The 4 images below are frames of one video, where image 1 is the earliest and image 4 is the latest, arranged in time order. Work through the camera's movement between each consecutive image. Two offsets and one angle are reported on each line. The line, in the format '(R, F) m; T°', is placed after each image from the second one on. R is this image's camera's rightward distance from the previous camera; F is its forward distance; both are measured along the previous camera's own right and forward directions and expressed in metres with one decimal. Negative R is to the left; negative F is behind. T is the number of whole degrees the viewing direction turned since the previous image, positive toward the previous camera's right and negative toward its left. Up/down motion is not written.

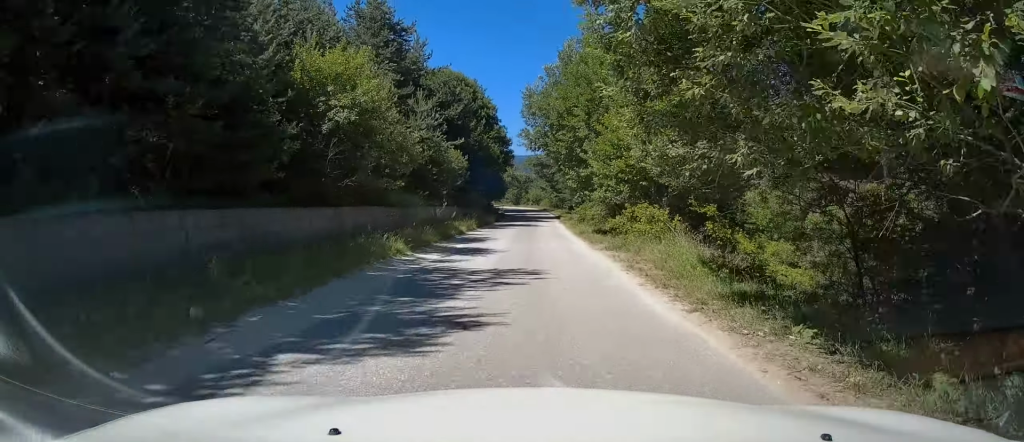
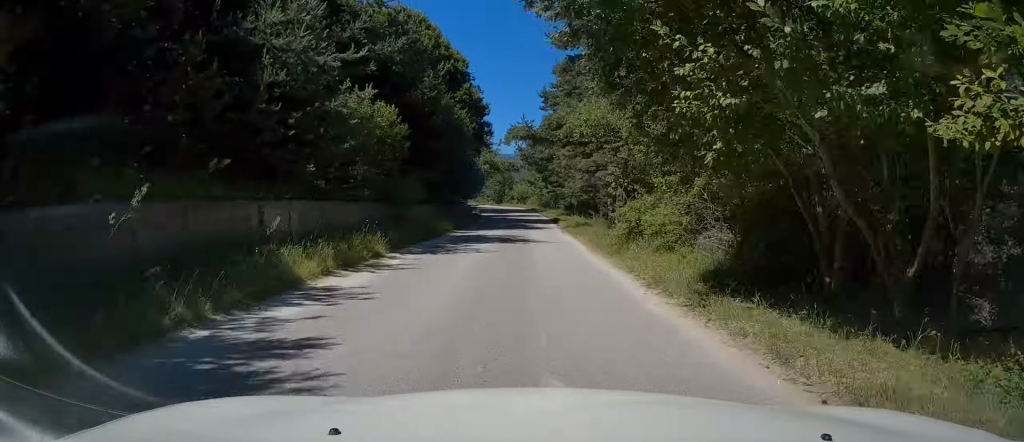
(+0.4, +19.5) m; +3°
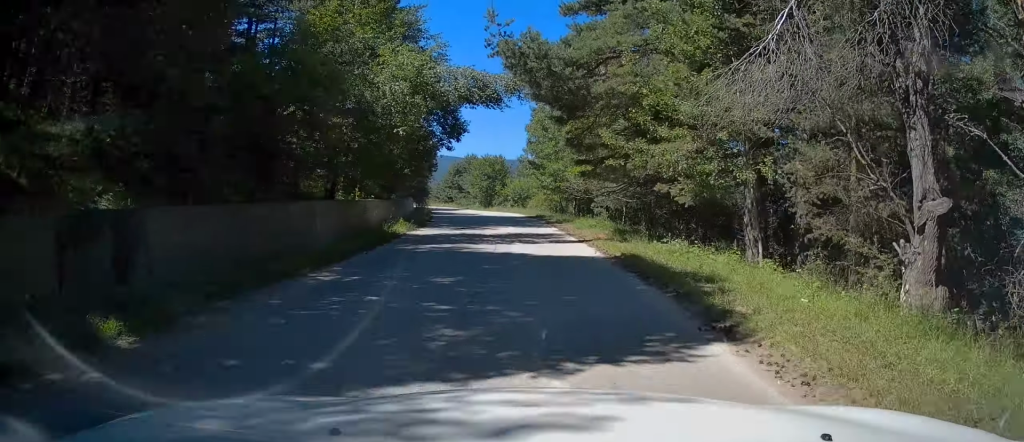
(+0.2, +34.7) m; -1°
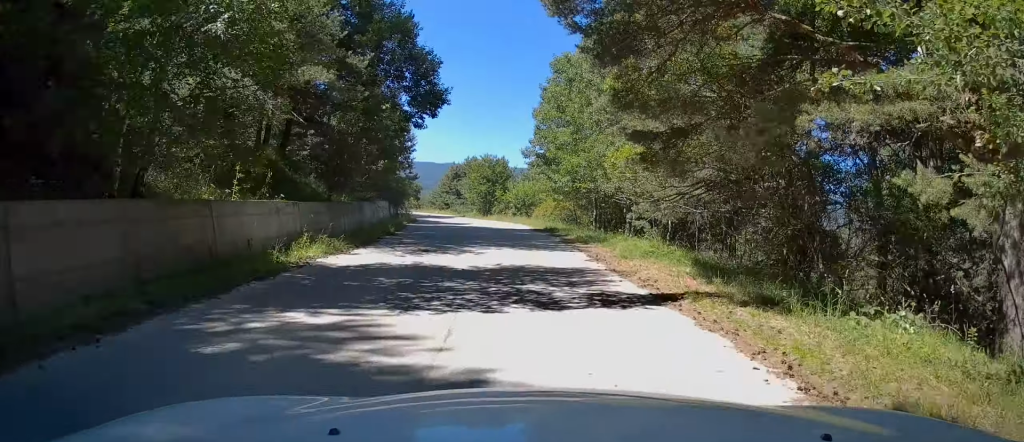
(-0.1, +9.9) m; -1°
